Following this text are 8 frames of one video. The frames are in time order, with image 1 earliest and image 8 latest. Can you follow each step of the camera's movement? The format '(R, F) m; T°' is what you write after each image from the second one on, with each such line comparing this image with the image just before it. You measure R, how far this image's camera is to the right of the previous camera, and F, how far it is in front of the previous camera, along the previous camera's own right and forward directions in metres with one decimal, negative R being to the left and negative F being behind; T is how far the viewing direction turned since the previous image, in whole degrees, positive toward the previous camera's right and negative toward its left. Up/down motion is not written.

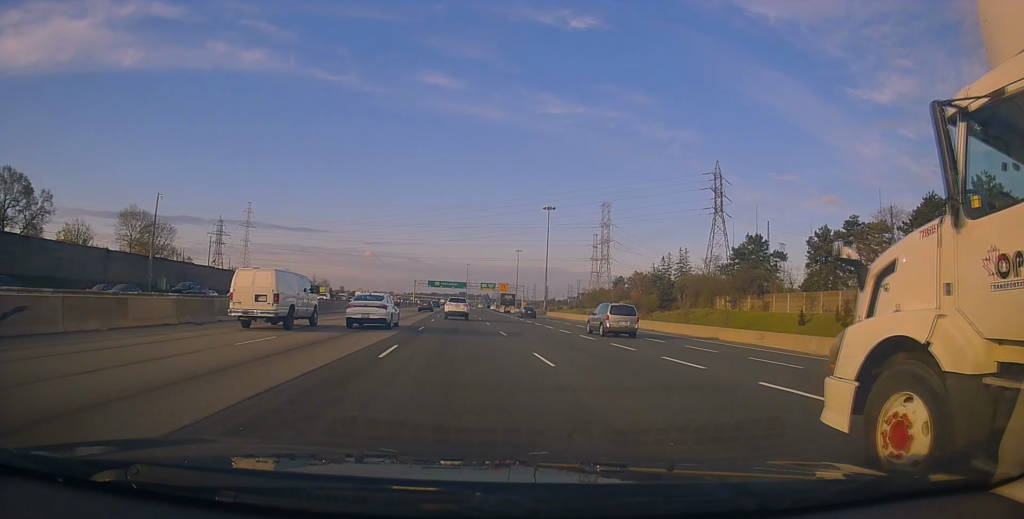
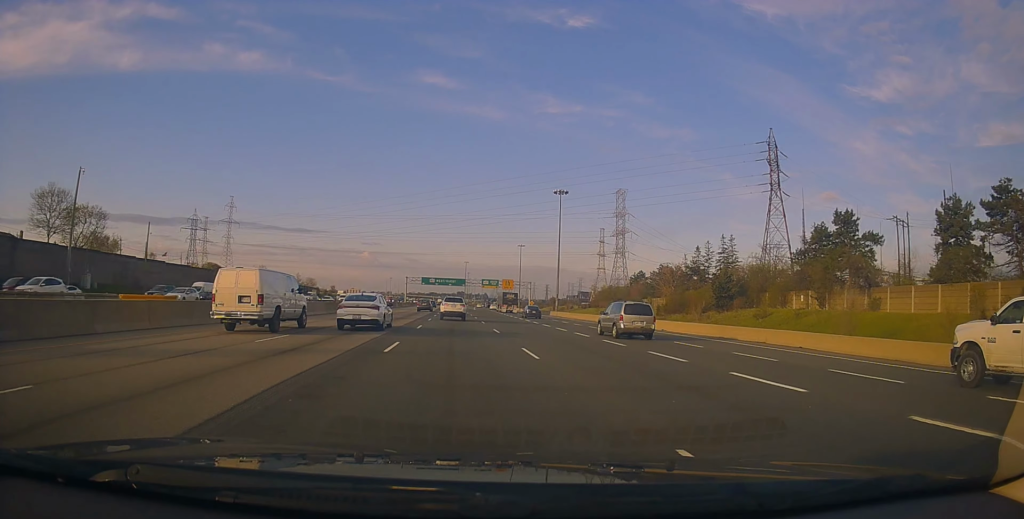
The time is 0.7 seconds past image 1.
(+0.1, +22.1) m; 0°
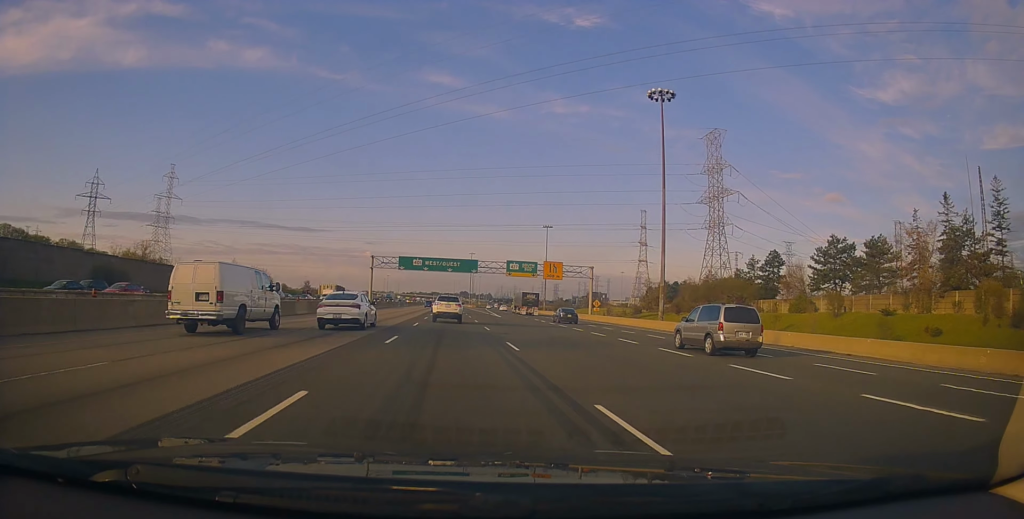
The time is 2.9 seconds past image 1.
(-0.1, +69.3) m; 0°
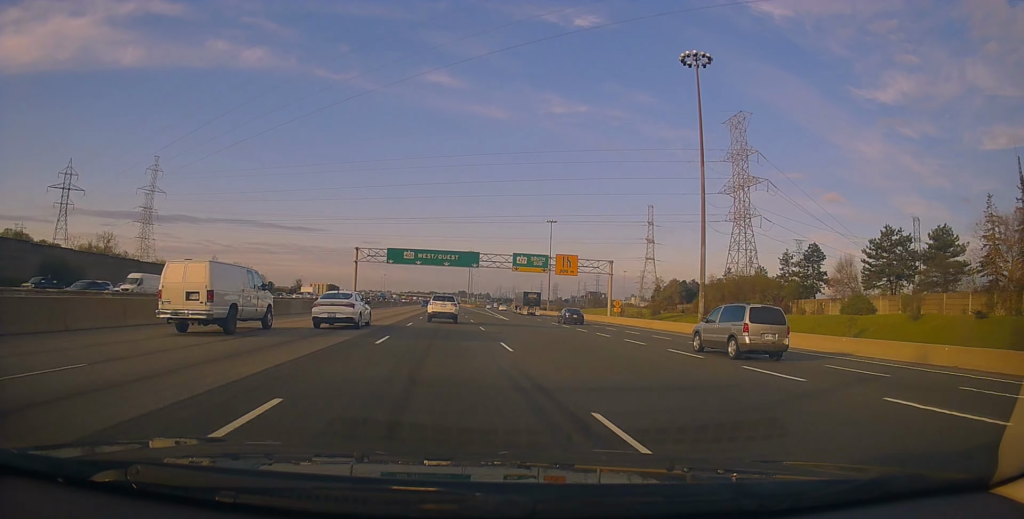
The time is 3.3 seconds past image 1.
(-0.1, +13.0) m; 0°
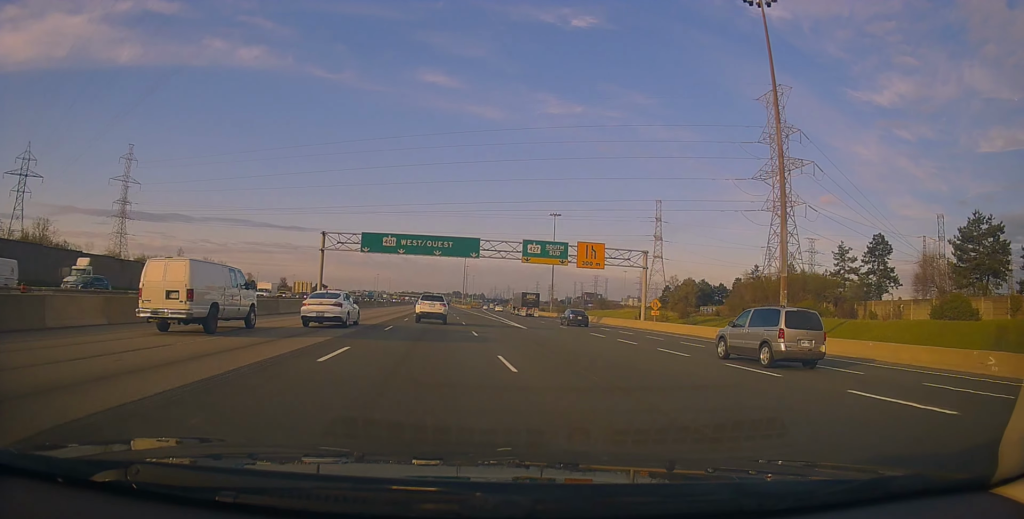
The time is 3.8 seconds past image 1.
(-0.1, +16.7) m; 0°
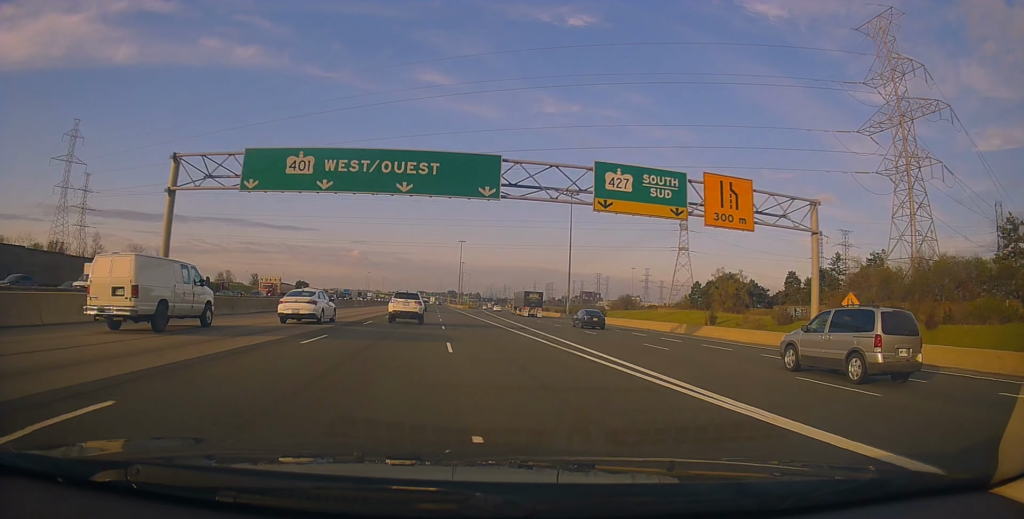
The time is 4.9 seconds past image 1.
(+0.3, +31.8) m; 0°
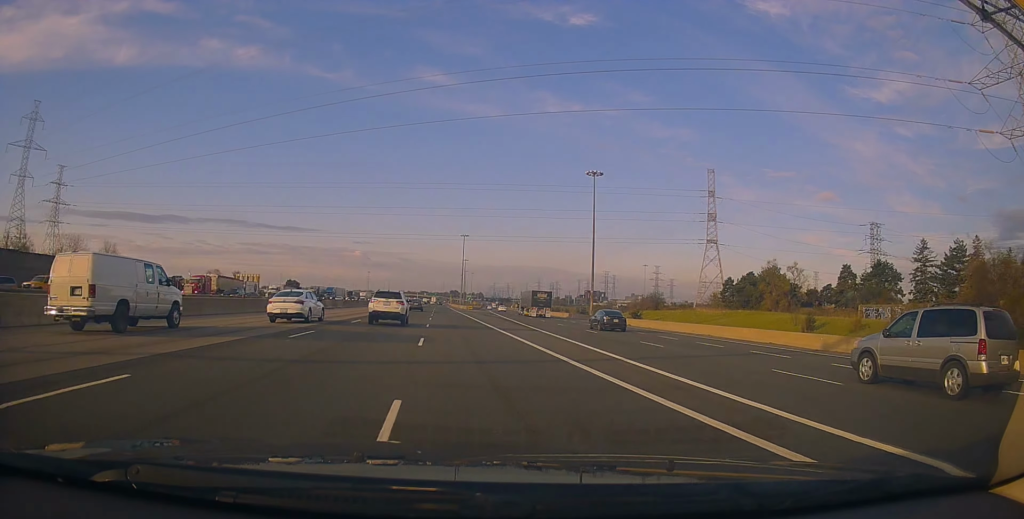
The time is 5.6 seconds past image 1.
(-0.2, +22.6) m; 0°
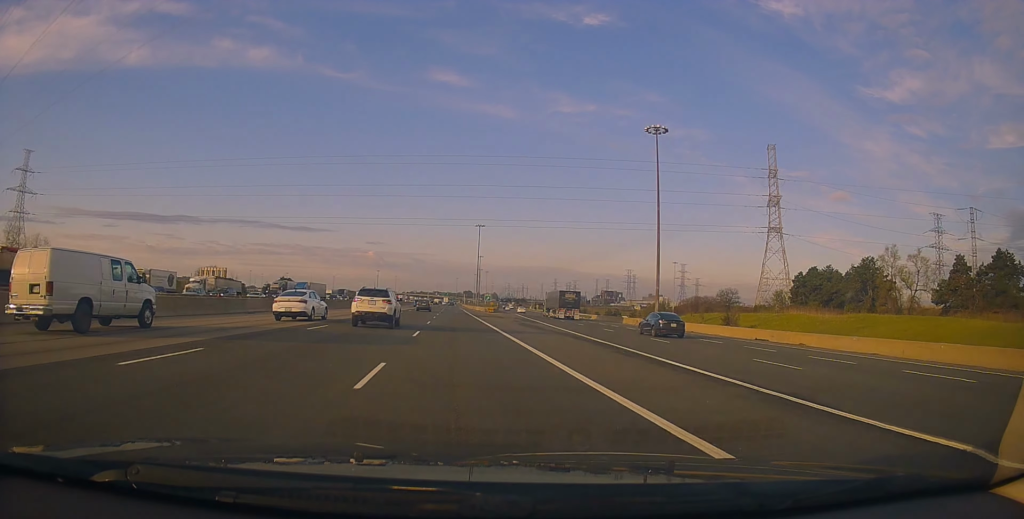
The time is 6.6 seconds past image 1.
(0.0, +31.8) m; +1°
